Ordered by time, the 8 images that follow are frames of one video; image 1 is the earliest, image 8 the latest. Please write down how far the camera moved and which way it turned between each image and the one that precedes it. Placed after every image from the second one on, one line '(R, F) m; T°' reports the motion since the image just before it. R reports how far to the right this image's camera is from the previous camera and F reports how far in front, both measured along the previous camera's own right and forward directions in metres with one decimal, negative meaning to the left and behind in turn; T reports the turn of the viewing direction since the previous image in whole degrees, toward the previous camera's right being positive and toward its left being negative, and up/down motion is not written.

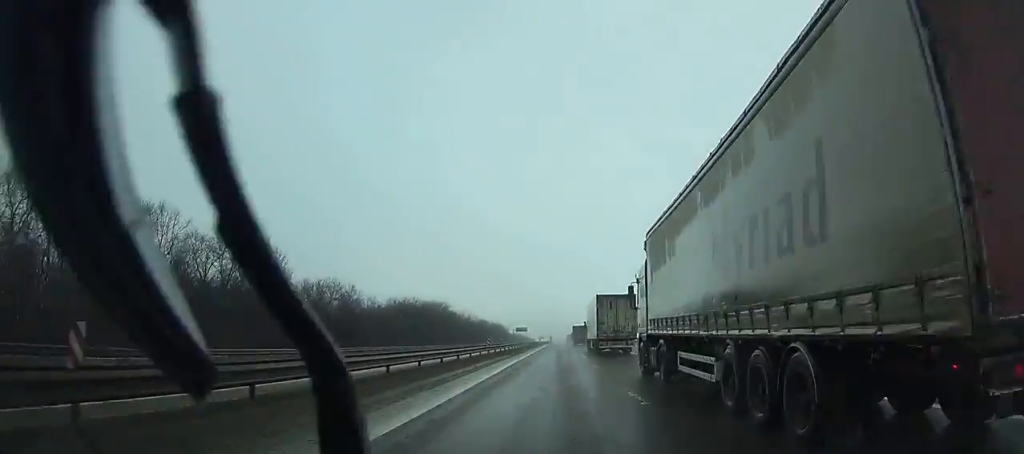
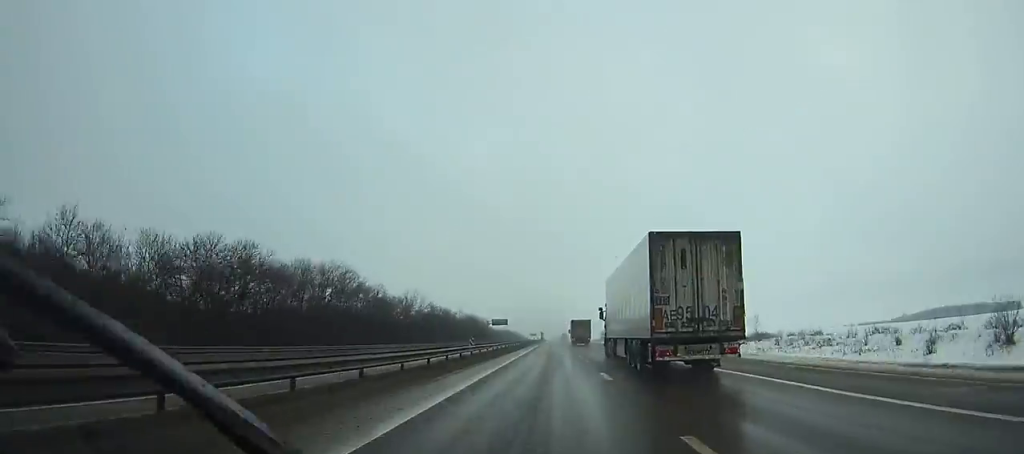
(+0.3, +77.3) m; 0°
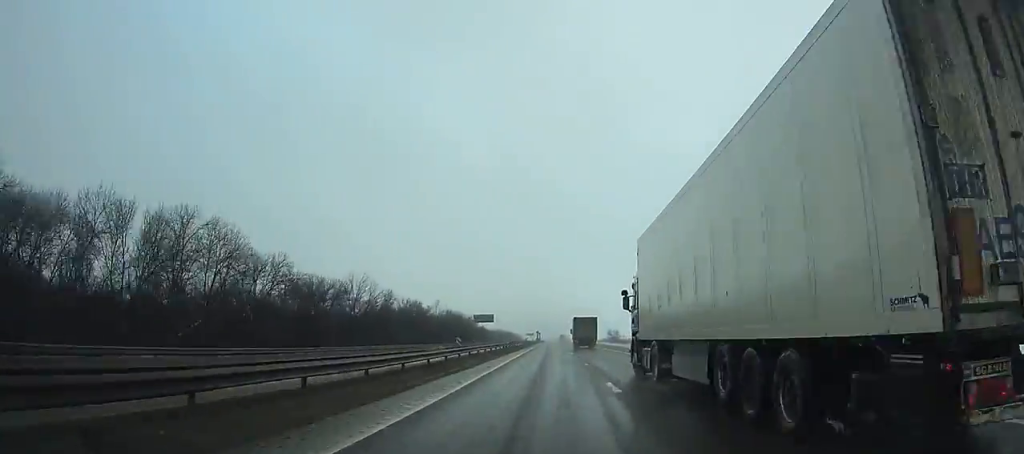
(+0.1, +39.1) m; 0°
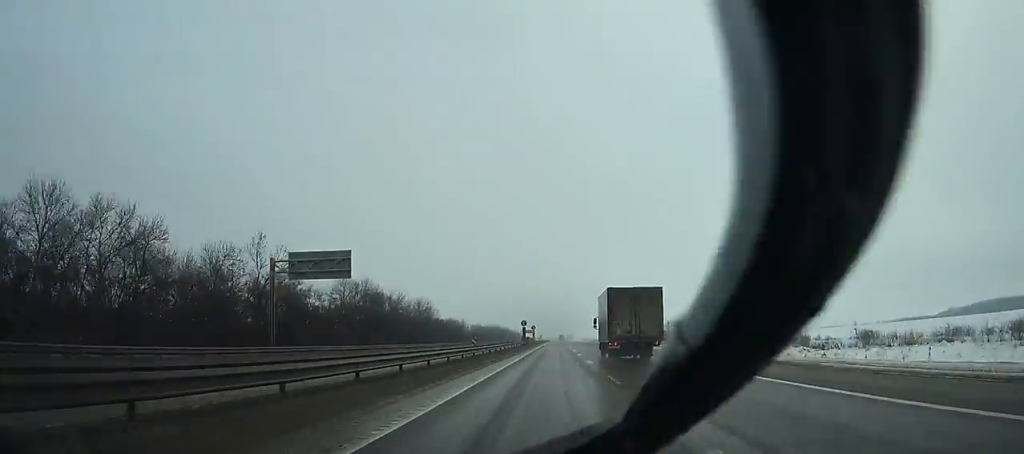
(-0.2, +106.3) m; 0°
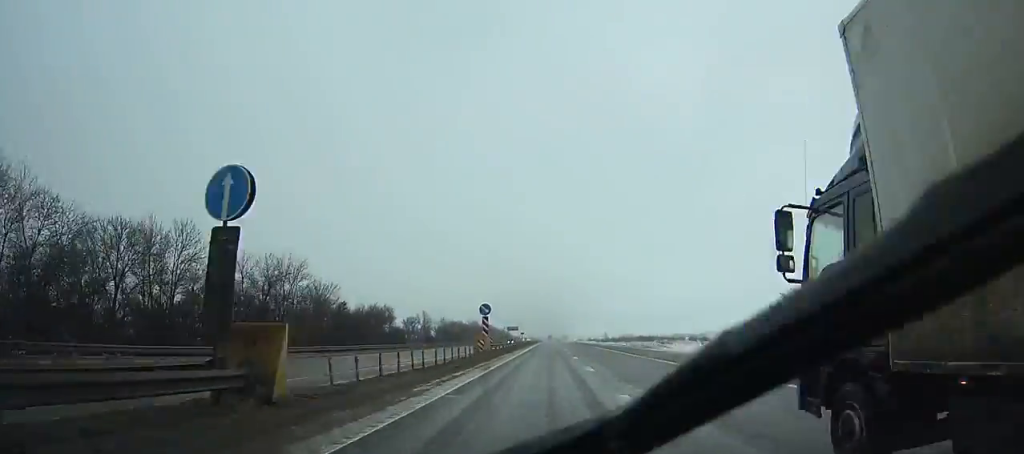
(+0.2, +78.8) m; 0°
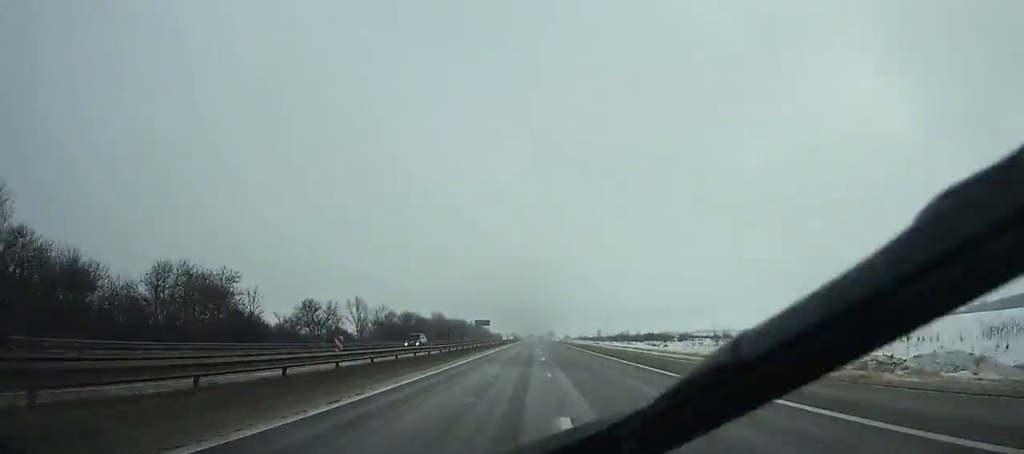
(+0.3, +62.9) m; 0°
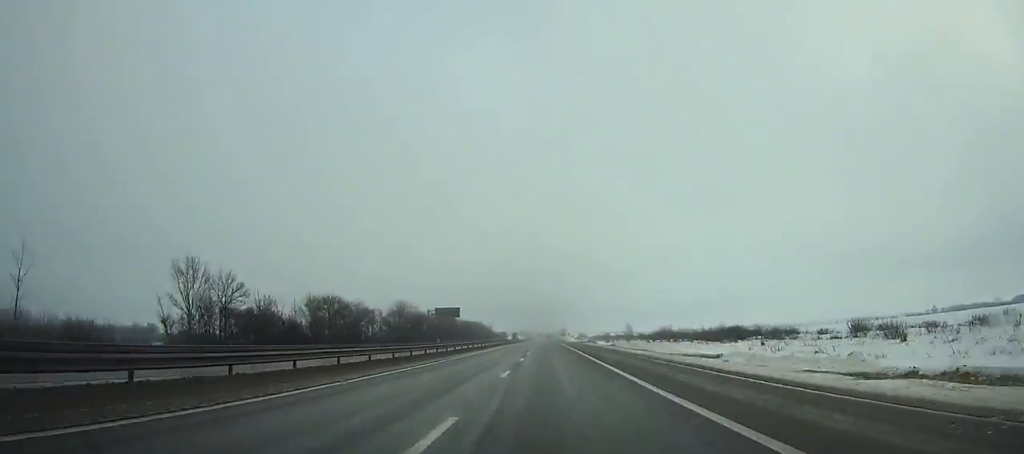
(+0.1, +83.9) m; 0°
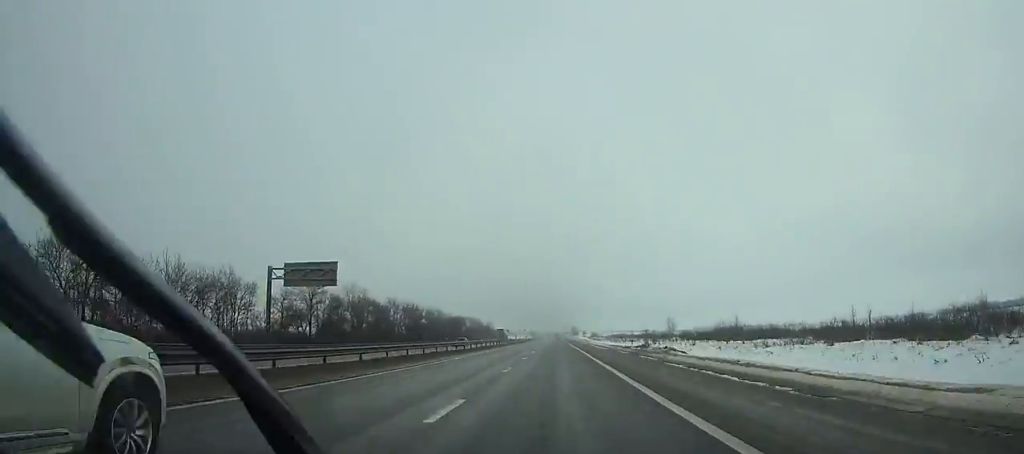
(-0.5, +70.0) m; 0°
